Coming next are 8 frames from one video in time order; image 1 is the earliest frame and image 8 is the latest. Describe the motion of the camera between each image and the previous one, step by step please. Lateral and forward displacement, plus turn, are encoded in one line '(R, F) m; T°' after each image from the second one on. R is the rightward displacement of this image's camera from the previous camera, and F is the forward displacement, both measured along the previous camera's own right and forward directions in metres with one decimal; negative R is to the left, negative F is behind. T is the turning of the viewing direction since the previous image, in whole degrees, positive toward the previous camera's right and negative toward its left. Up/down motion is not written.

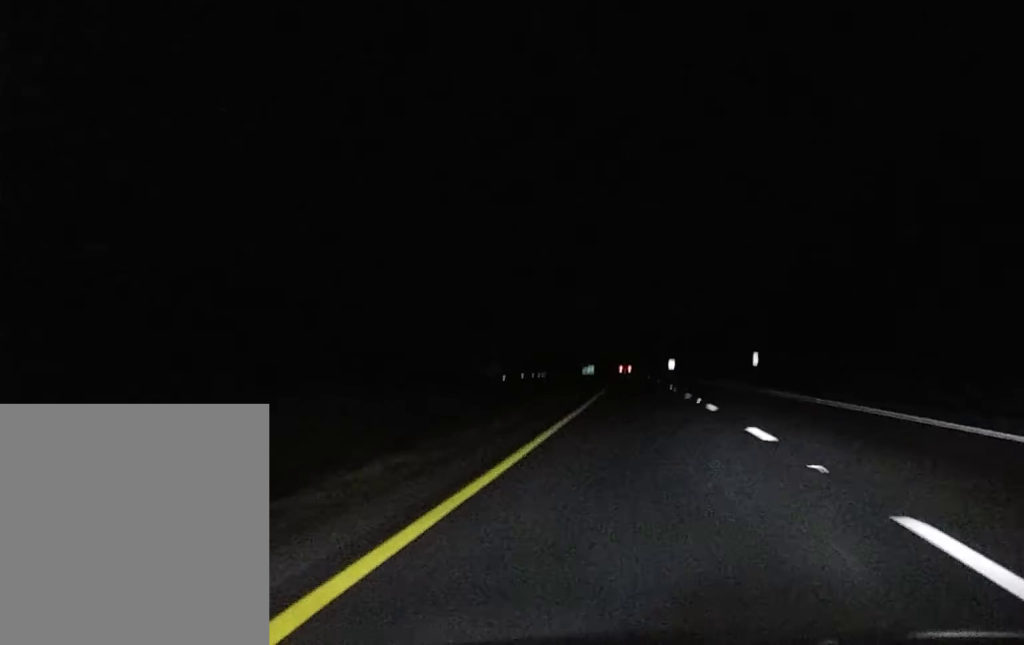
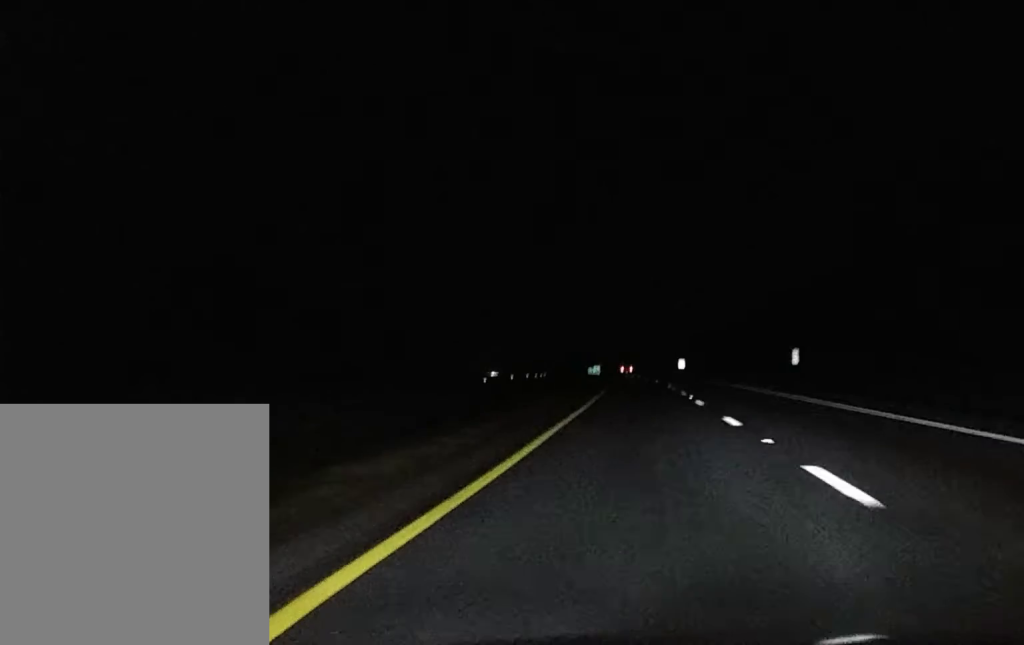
(-0.1, +23.4) m; -1°
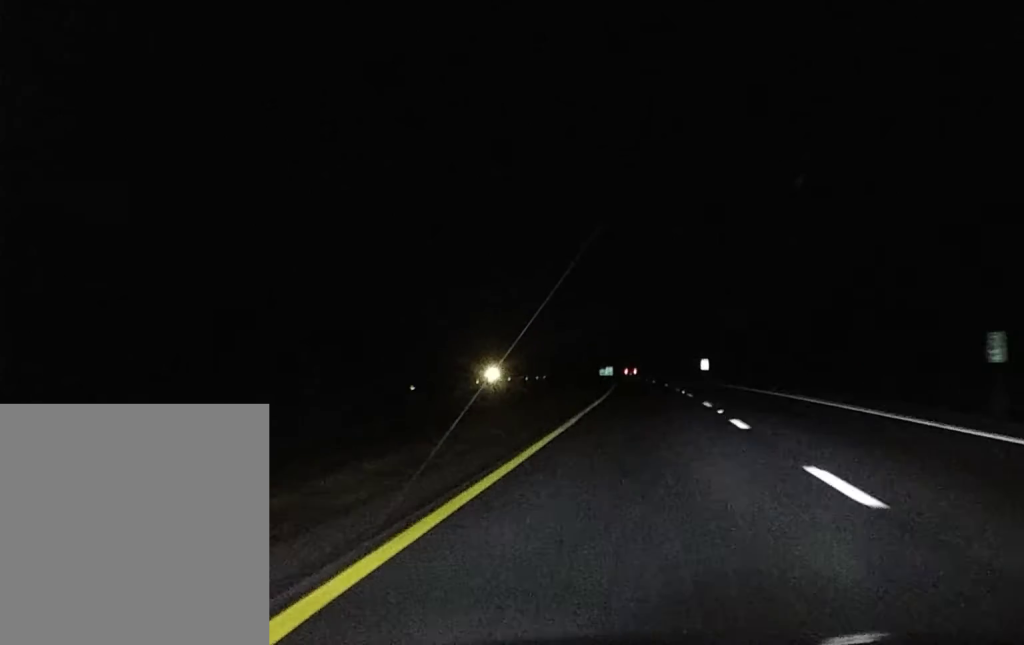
(-0.3, +39.7) m; -1°
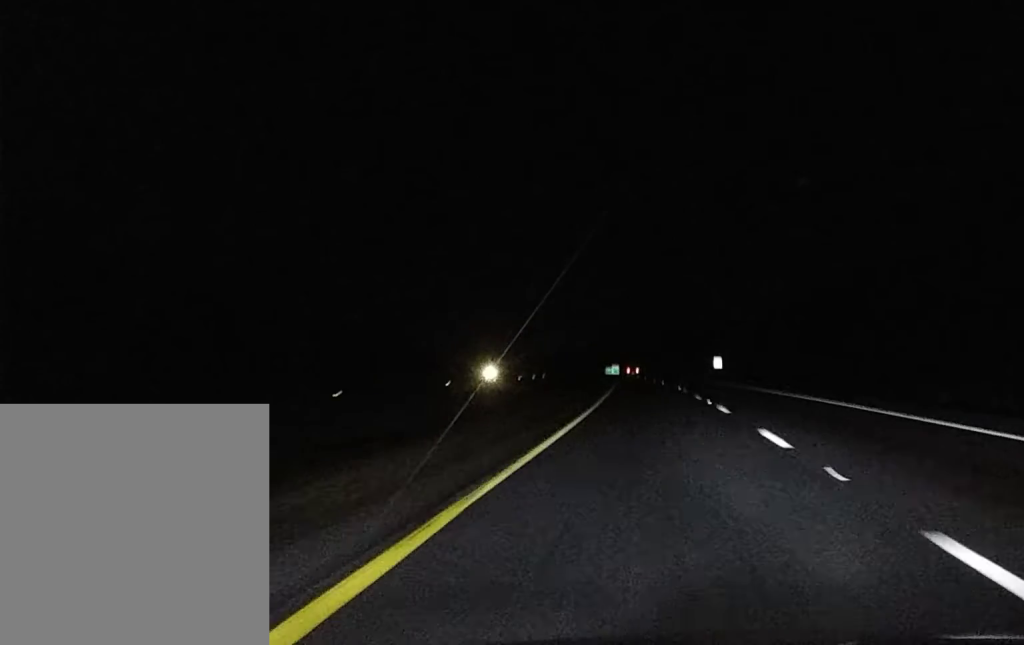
(0.0, +19.1) m; 0°
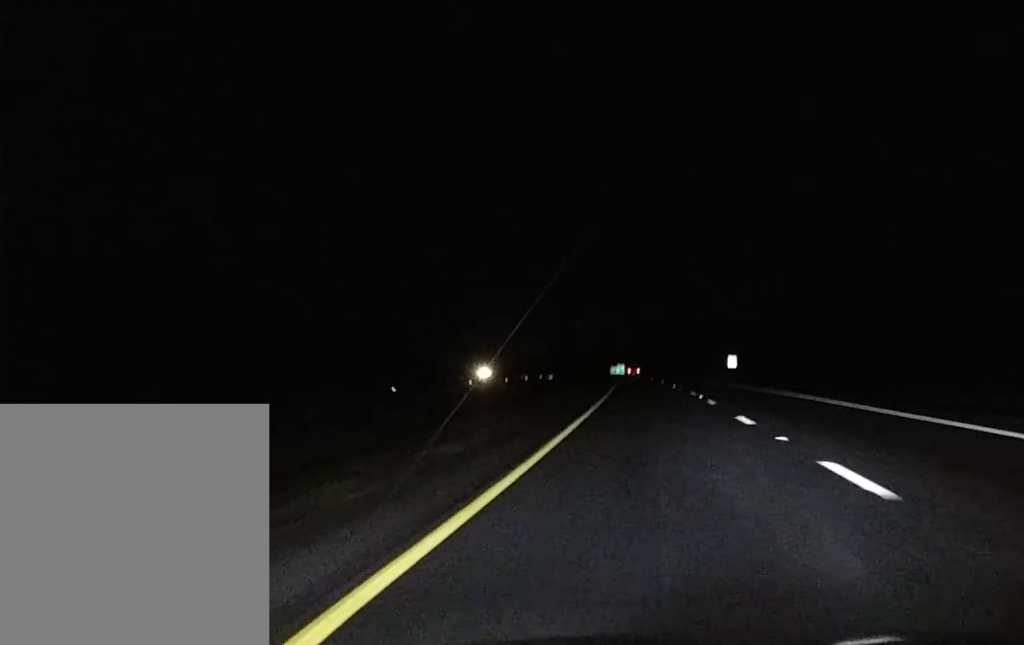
(0.0, +16.5) m; 0°
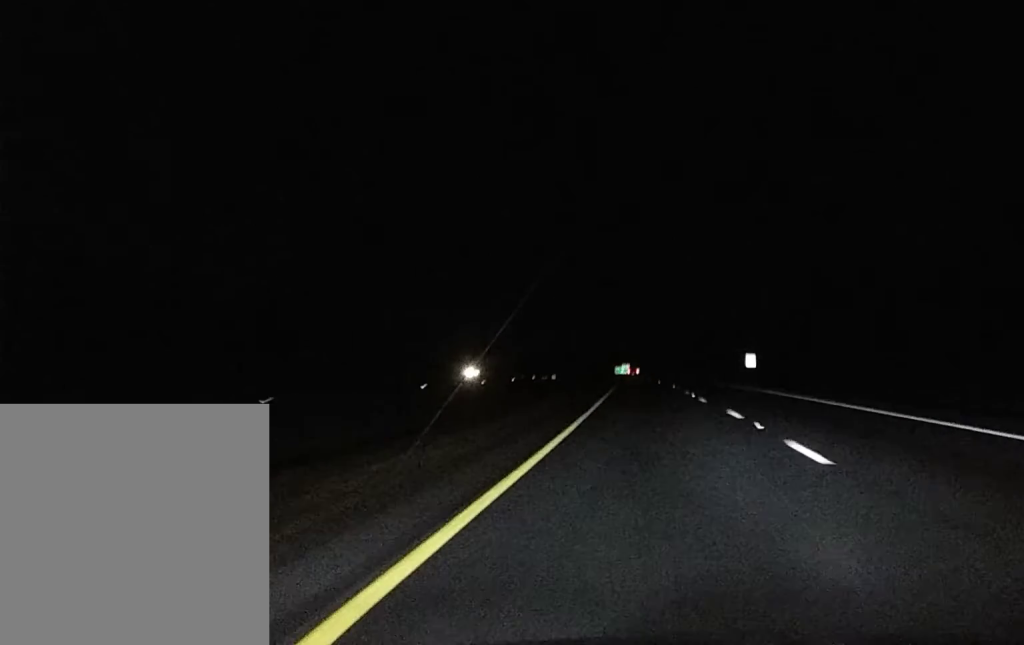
(0.0, +22.0) m; 0°
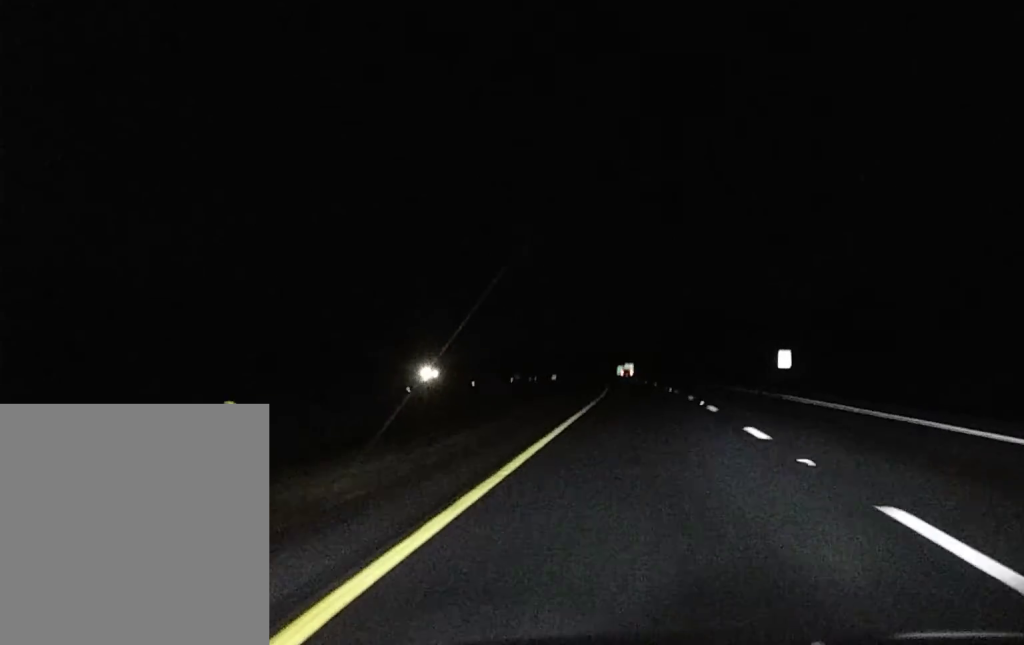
(-0.3, +31.0) m; -1°
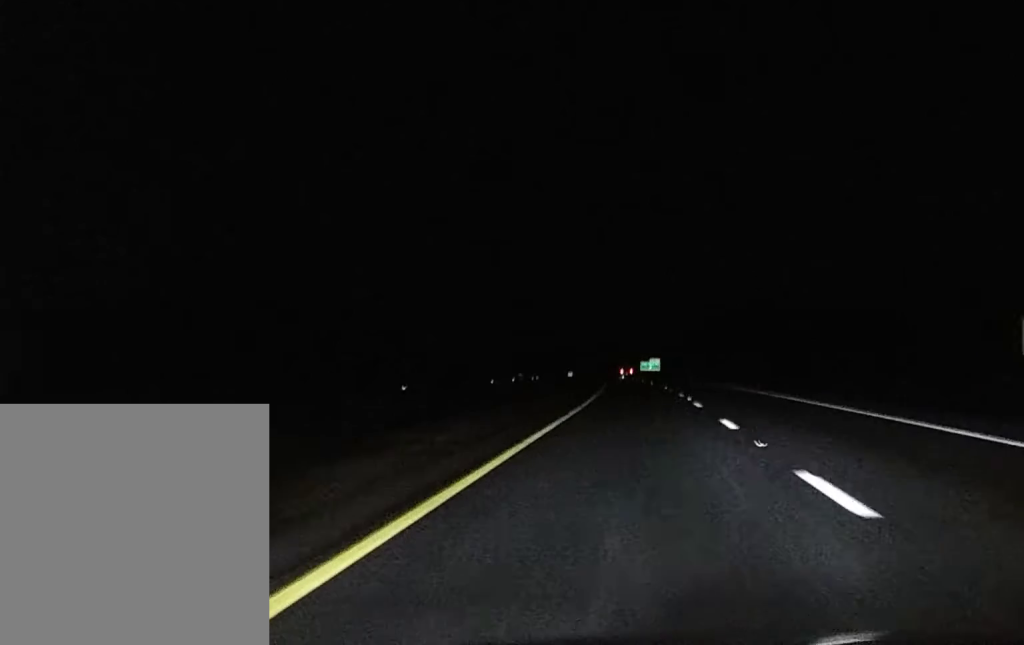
(-0.8, +70.8) m; -2°
